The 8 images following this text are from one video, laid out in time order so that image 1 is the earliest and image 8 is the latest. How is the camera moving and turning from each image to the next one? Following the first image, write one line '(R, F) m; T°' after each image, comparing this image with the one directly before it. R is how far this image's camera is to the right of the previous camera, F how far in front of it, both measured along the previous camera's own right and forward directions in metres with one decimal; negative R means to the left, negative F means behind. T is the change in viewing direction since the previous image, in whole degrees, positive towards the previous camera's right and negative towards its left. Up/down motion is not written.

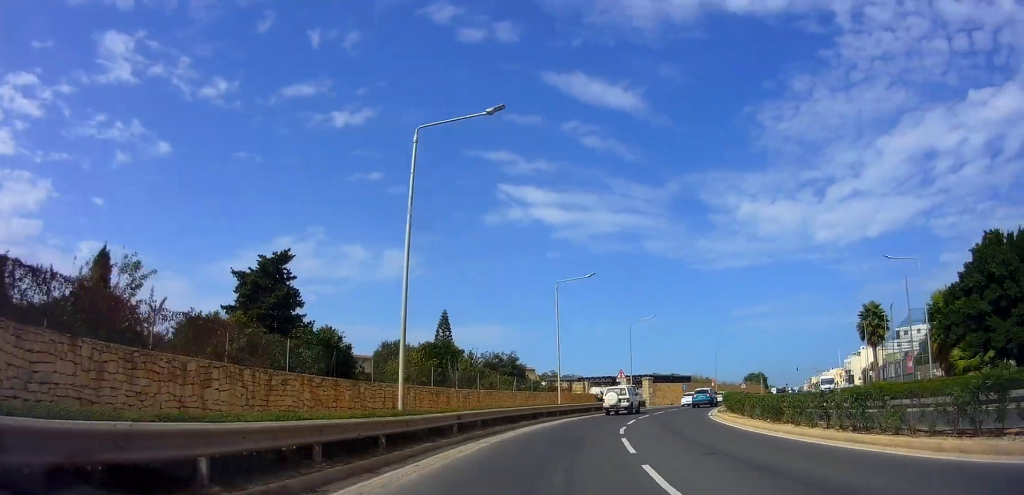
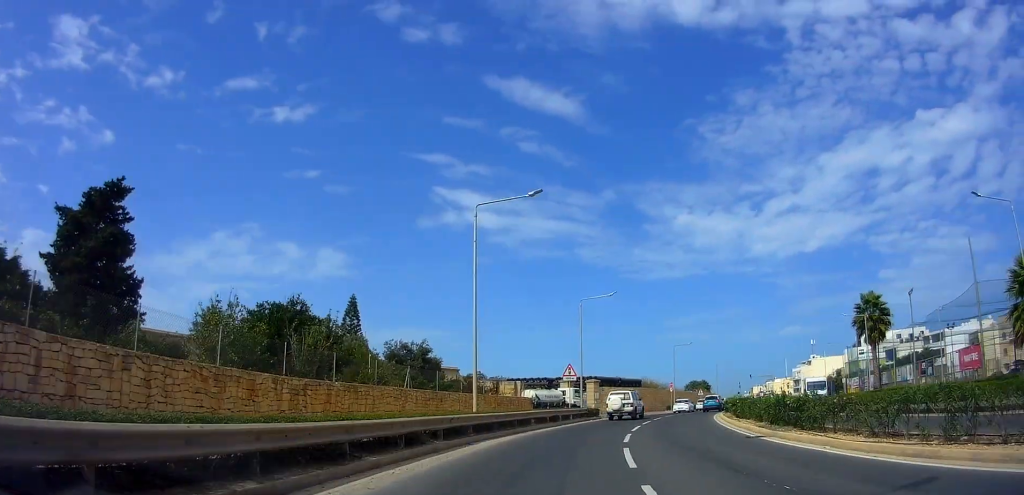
(+0.8, +15.1) m; +6°
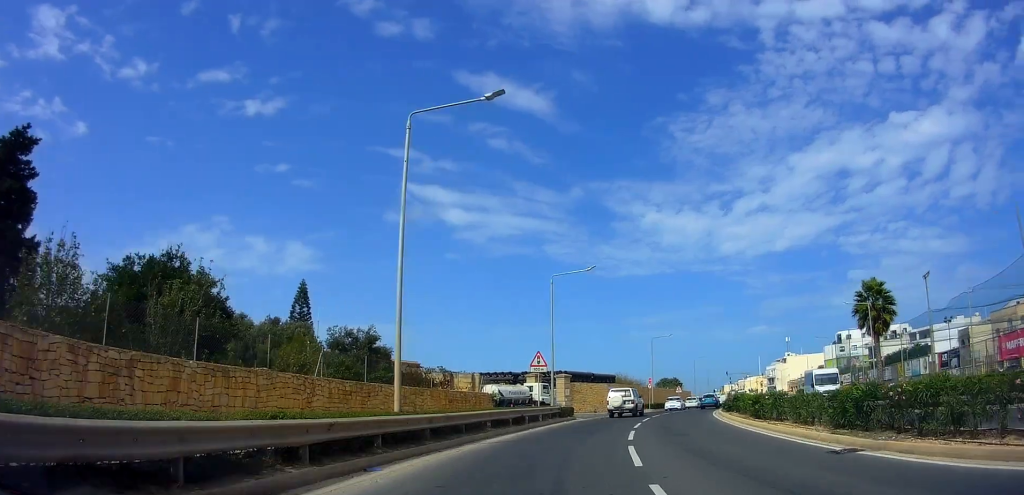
(+0.1, +6.9) m; +3°
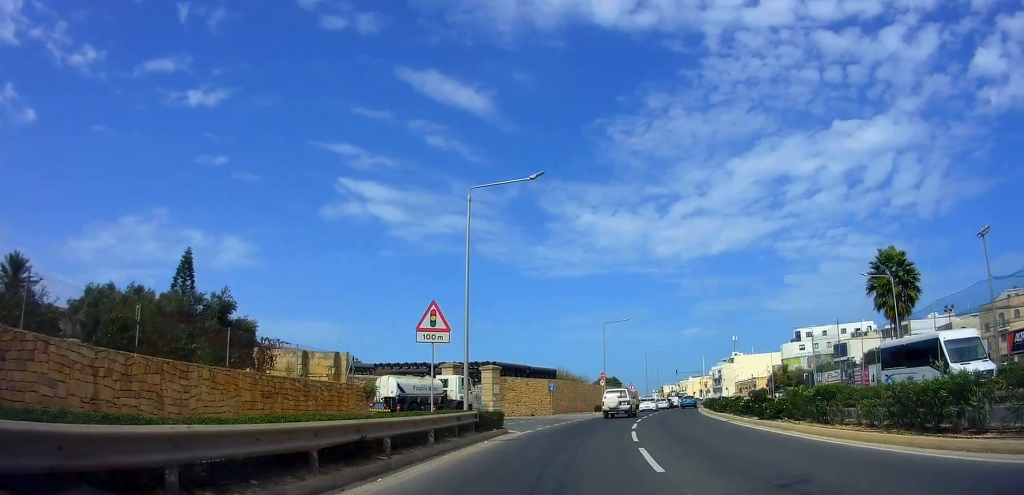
(+0.8, +13.7) m; +5°
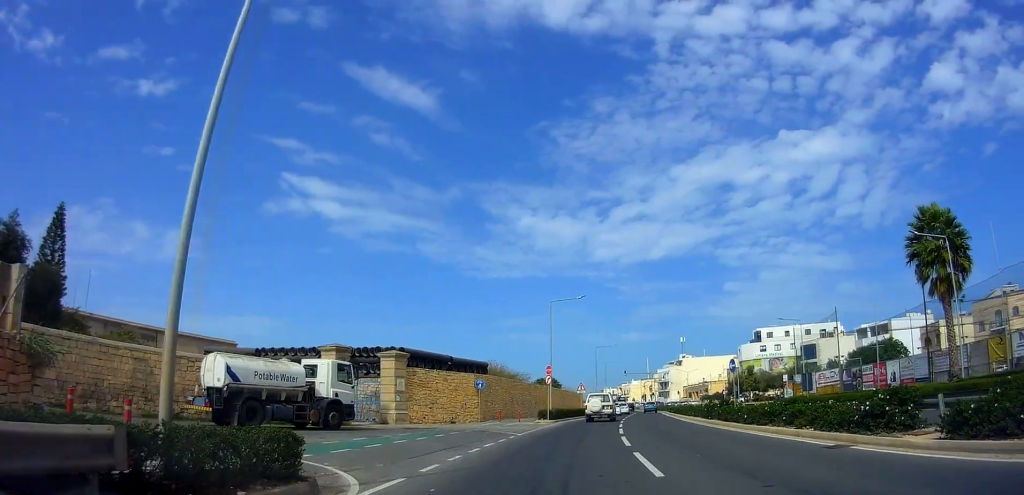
(+0.4, +13.2) m; +7°
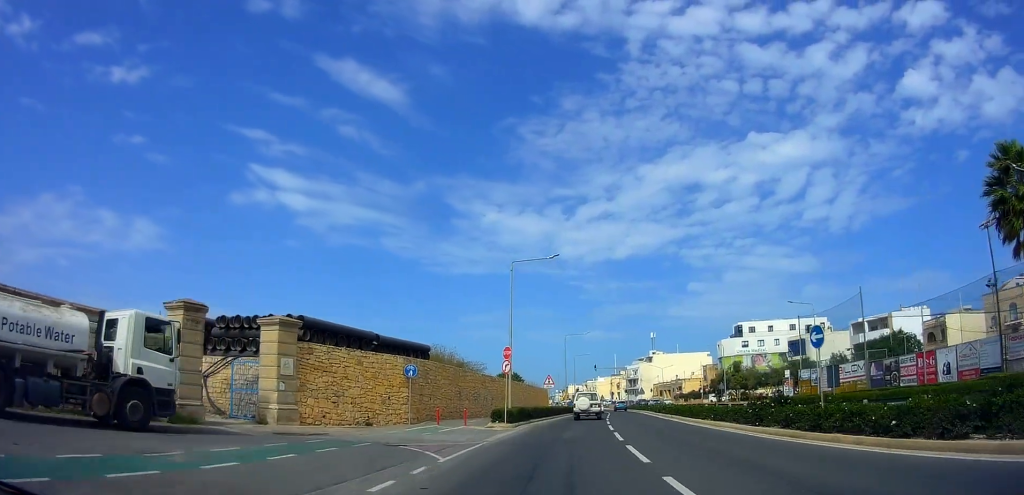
(+1.0, +10.8) m; +6°
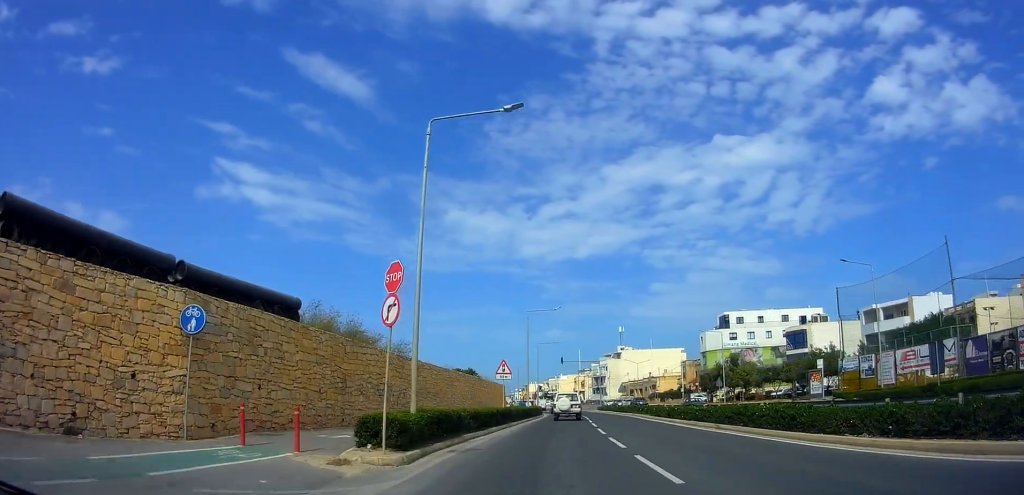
(+0.6, +15.4) m; +5°
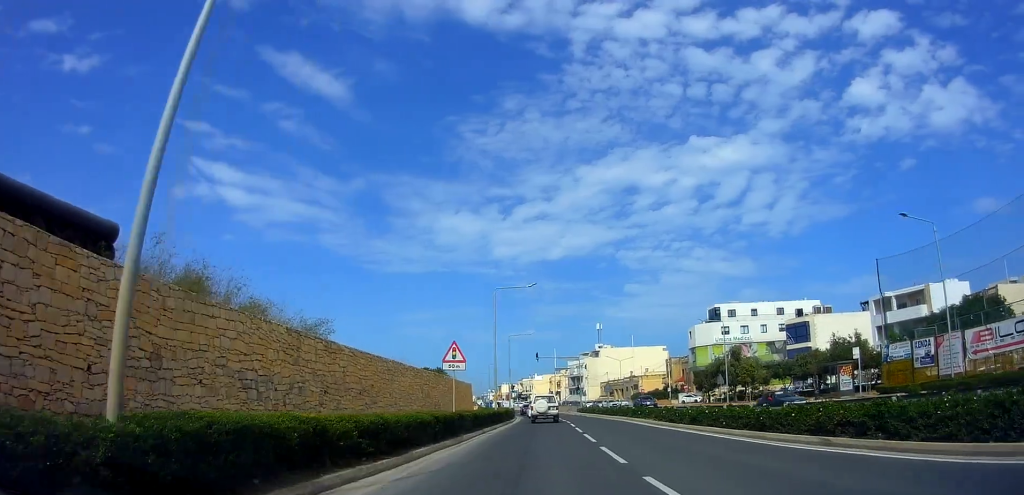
(+0.4, +9.4) m; +3°
